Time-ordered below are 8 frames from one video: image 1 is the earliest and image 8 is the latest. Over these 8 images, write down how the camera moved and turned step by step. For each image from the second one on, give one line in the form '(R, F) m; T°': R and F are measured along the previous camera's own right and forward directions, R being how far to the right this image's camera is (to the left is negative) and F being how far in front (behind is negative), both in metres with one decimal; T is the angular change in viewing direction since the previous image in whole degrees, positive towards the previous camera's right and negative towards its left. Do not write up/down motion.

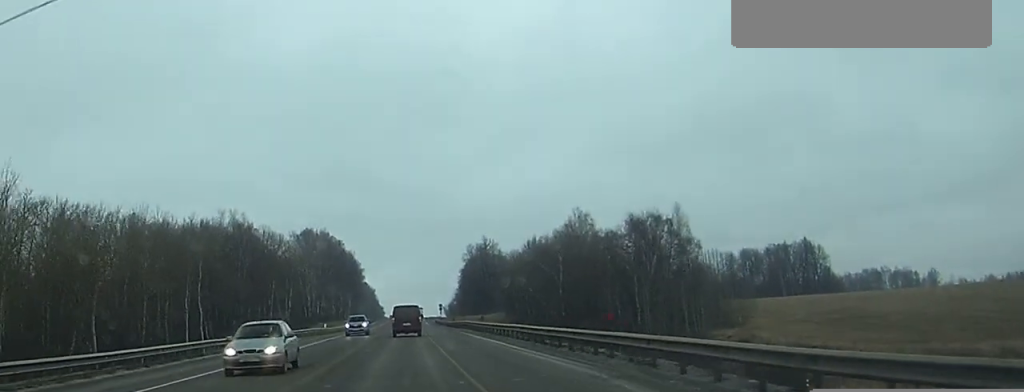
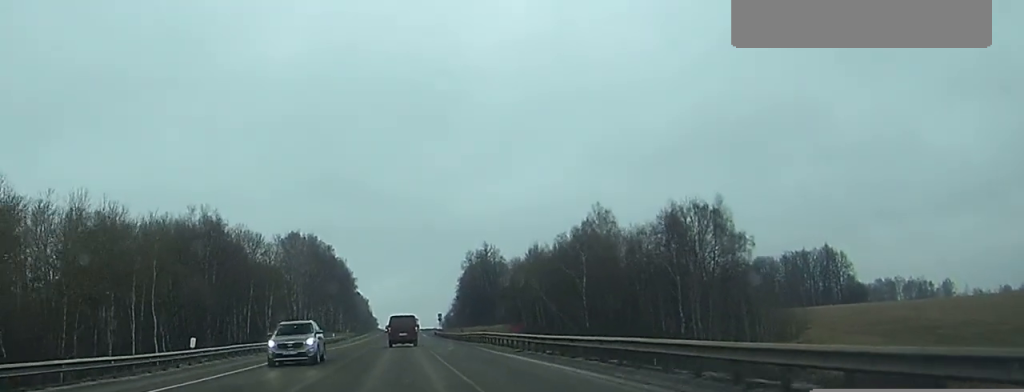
(0.0, +21.3) m; 0°
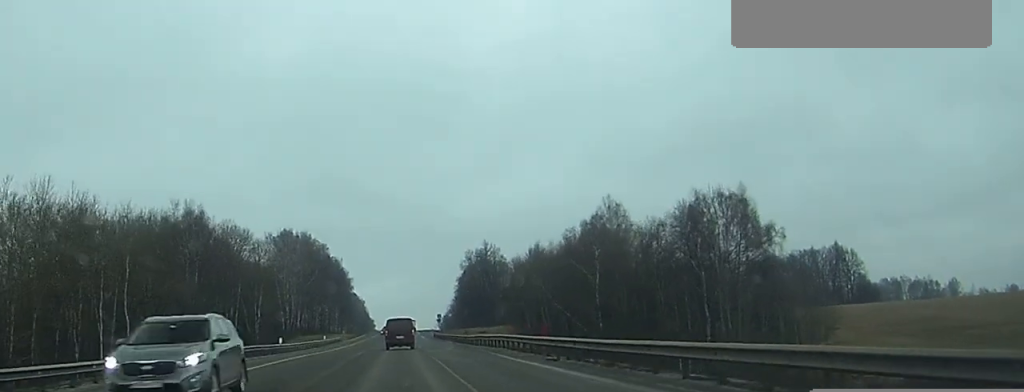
(0.0, +9.6) m; 0°
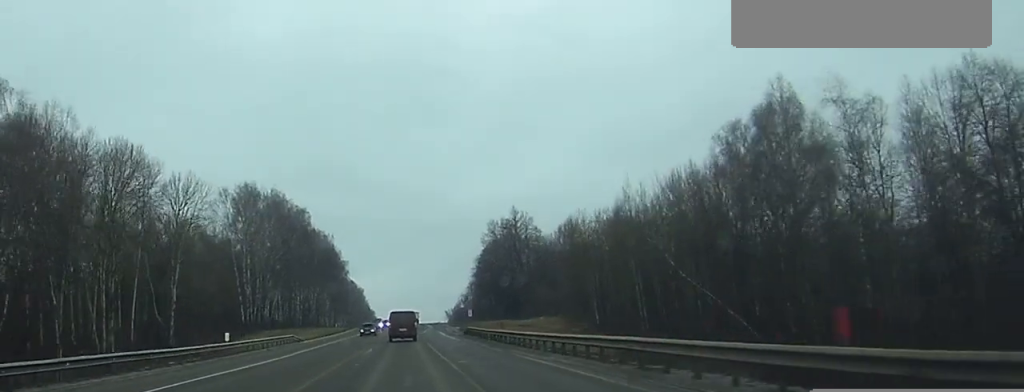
(+0.1, +62.4) m; 0°
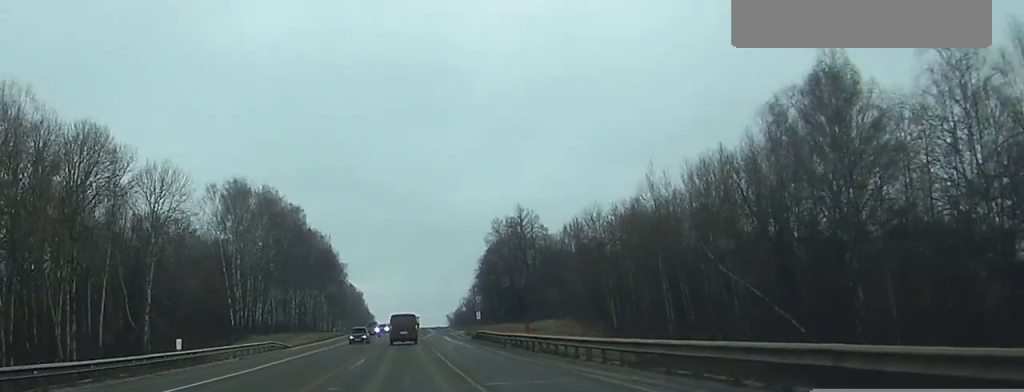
(+0.1, +10.1) m; -1°
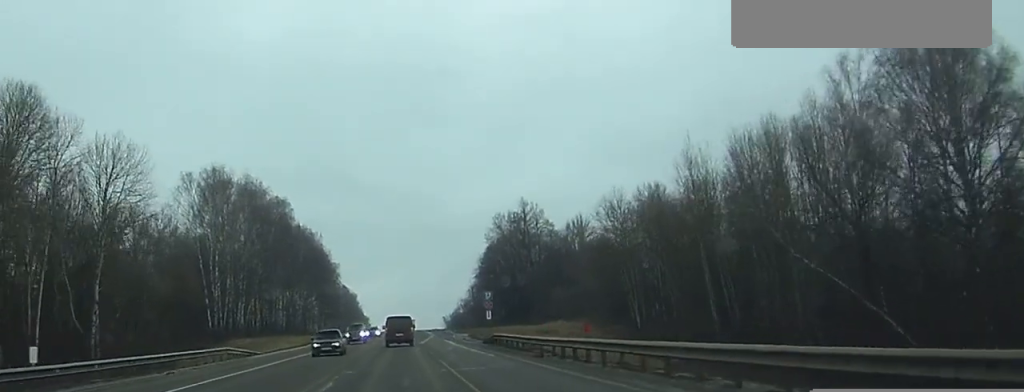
(-0.2, +14.1) m; 0°
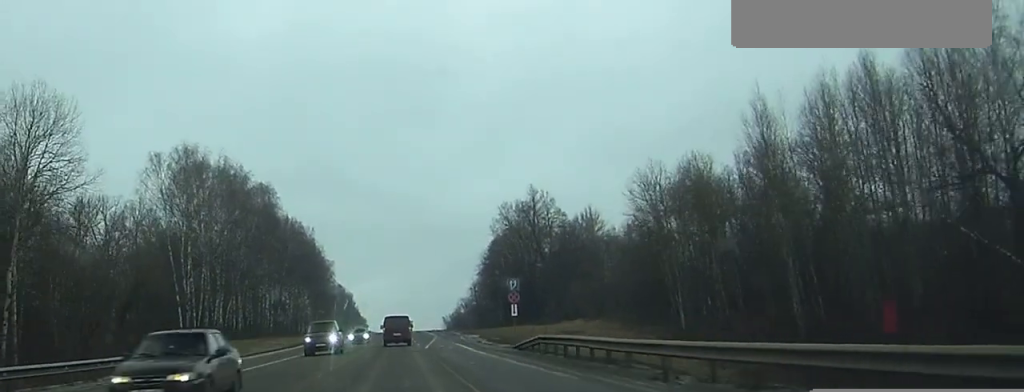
(-0.1, +16.9) m; +1°
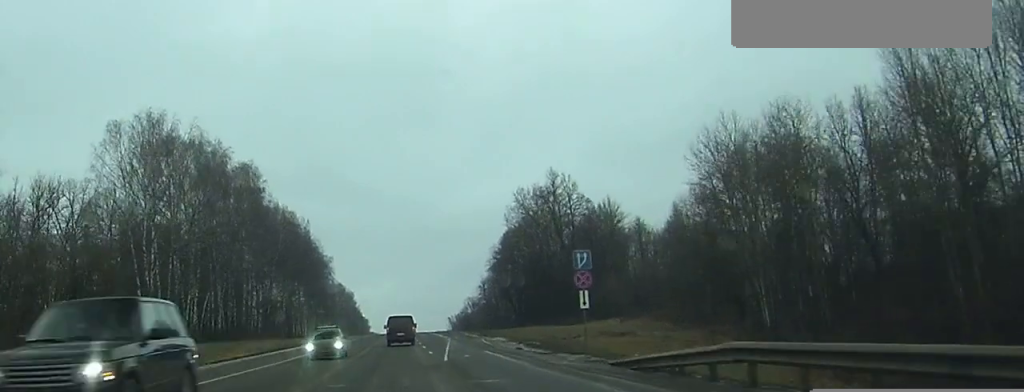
(+0.3, +19.8) m; +1°
